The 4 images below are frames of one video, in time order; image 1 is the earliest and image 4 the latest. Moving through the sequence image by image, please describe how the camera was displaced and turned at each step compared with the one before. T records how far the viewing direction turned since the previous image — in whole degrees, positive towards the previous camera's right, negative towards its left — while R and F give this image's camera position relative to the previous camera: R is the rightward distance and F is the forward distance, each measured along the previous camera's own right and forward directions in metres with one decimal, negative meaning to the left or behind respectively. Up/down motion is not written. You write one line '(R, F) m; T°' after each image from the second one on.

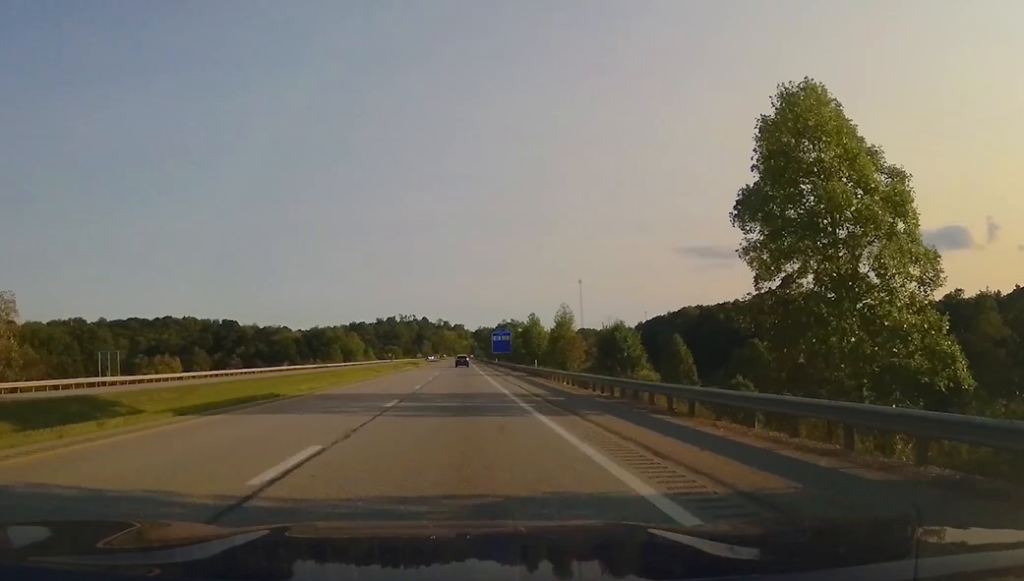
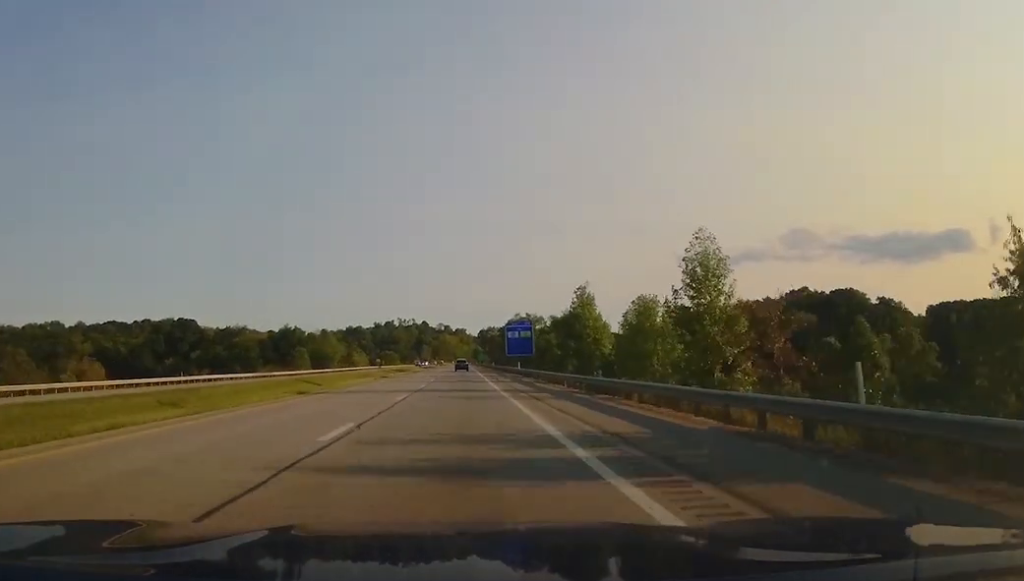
(-0.5, +44.3) m; -1°
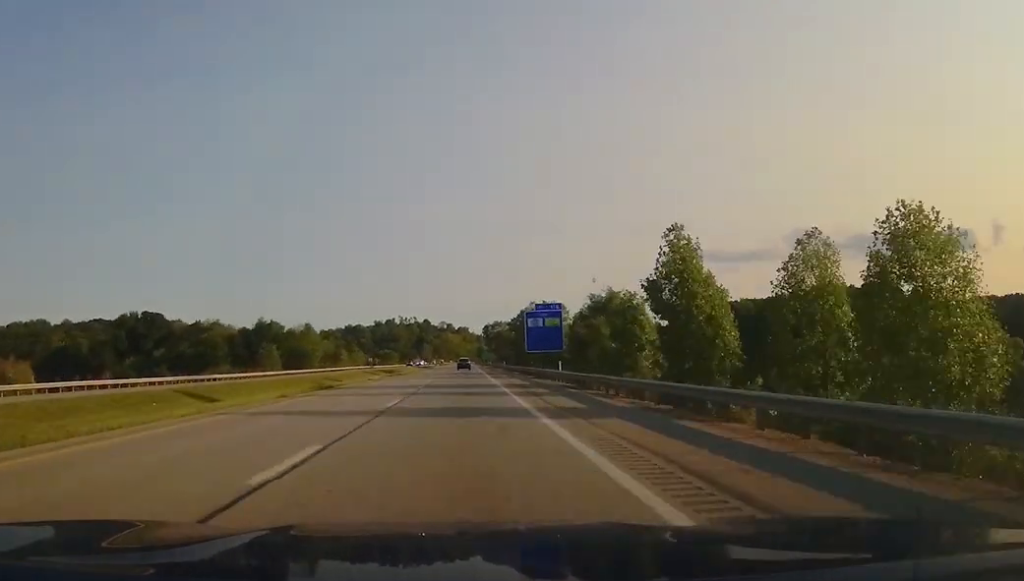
(0.0, +28.2) m; 0°
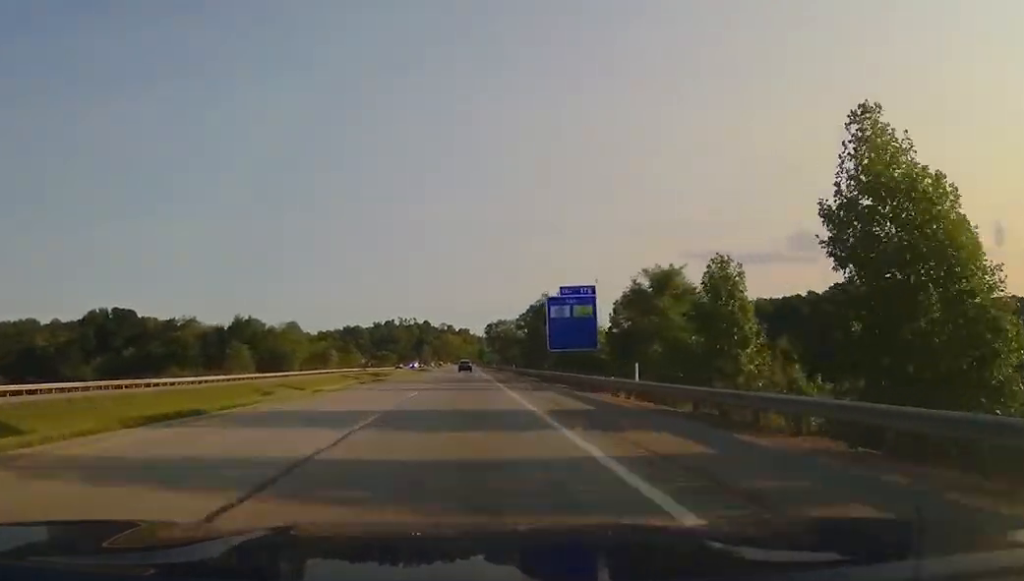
(0.0, +18.5) m; 0°
